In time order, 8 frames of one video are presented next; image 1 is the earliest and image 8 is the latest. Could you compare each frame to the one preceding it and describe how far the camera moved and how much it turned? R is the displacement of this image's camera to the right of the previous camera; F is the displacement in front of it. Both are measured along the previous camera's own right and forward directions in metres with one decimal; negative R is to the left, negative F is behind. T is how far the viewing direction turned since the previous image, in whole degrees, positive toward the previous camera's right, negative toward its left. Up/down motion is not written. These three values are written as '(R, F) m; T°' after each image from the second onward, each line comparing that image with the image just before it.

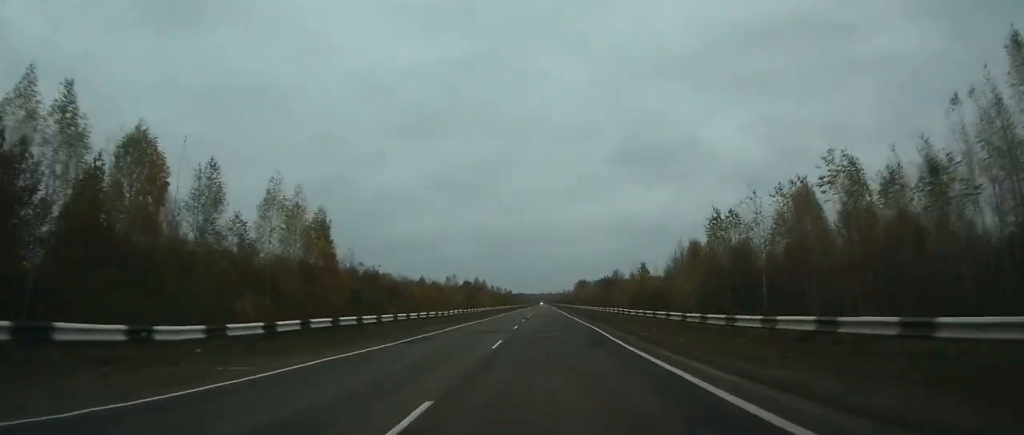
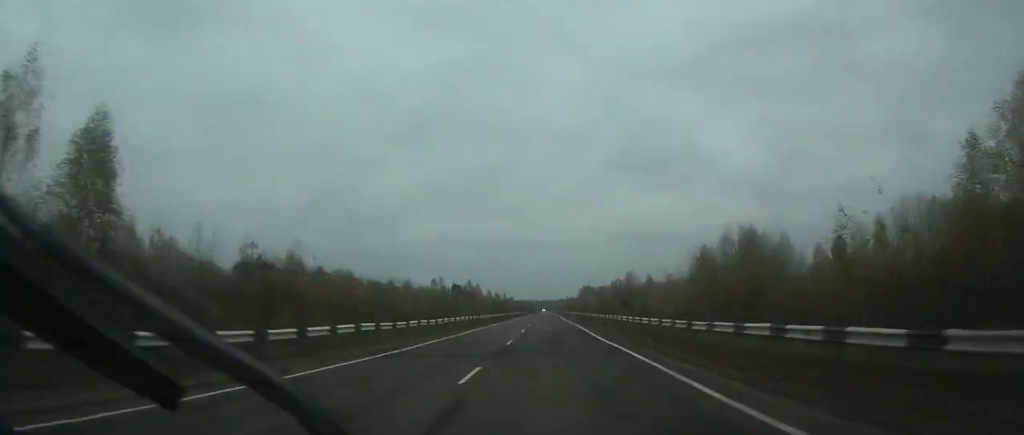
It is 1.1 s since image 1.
(+0.1, +29.6) m; 0°
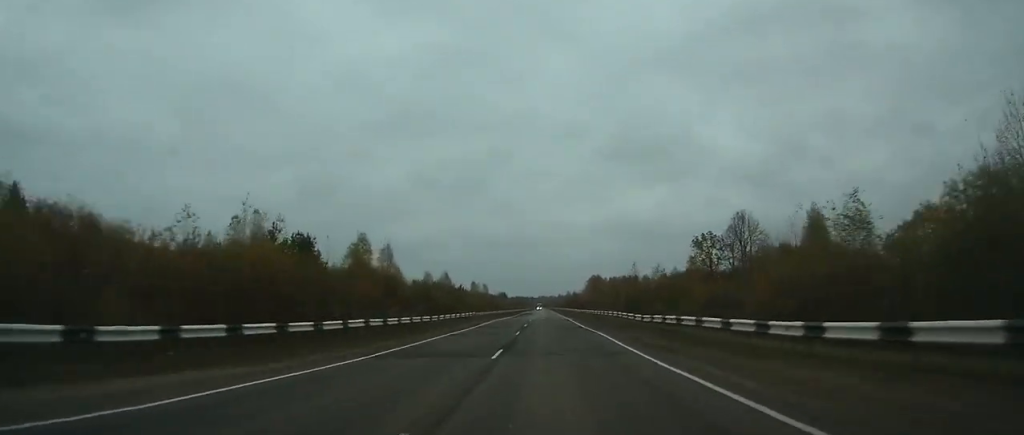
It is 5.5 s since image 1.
(+0.2, +118.4) m; 0°
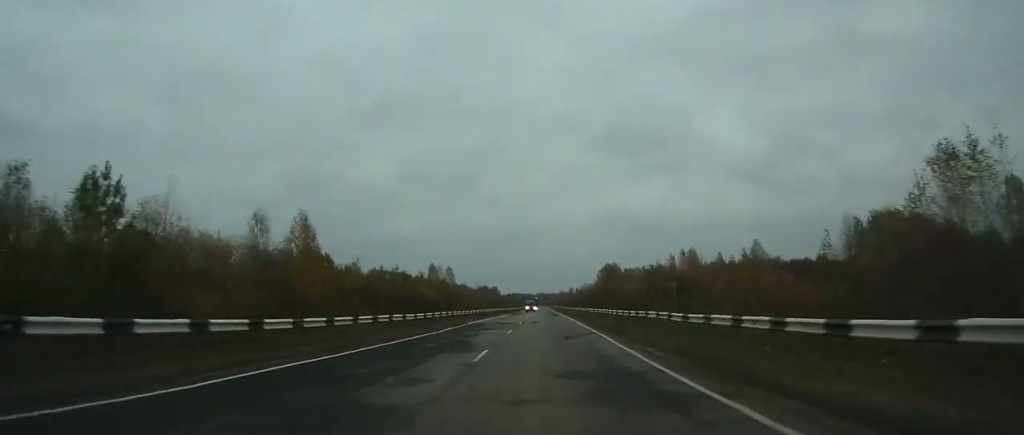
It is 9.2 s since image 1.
(+0.2, +97.6) m; 0°
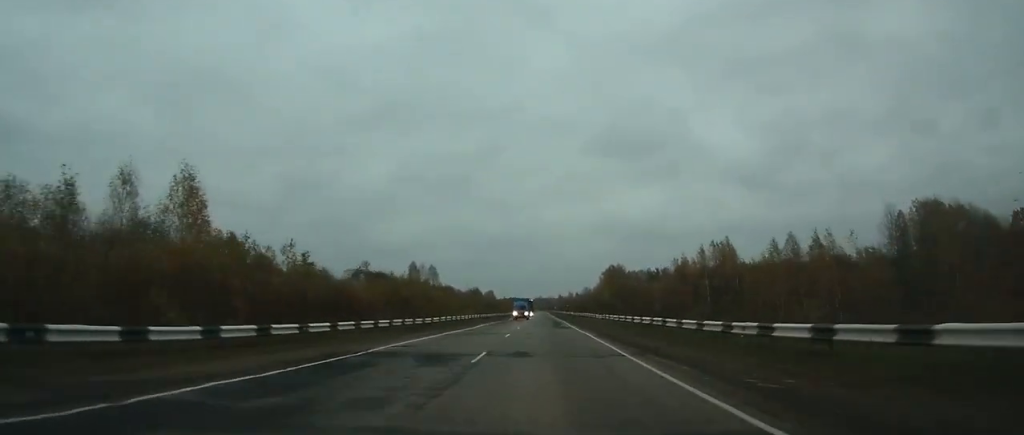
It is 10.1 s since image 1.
(0.0, +23.0) m; 0°
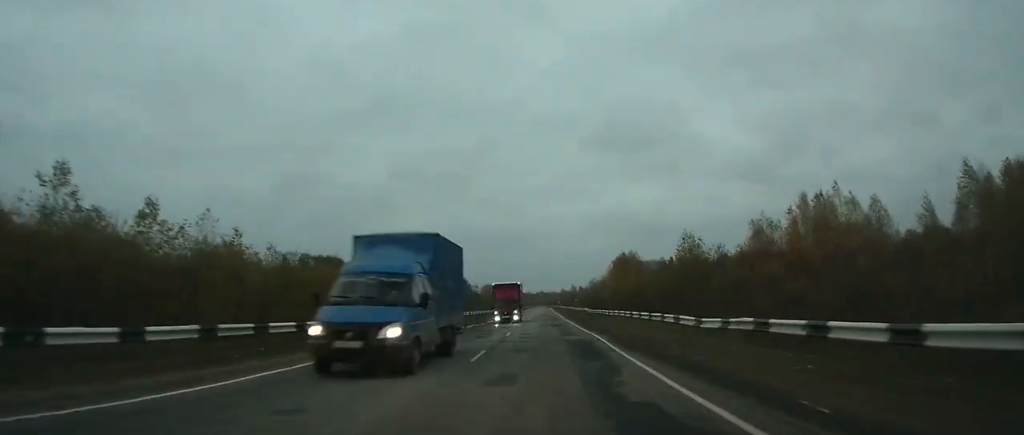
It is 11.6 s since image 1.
(0.0, +35.6) m; 0°
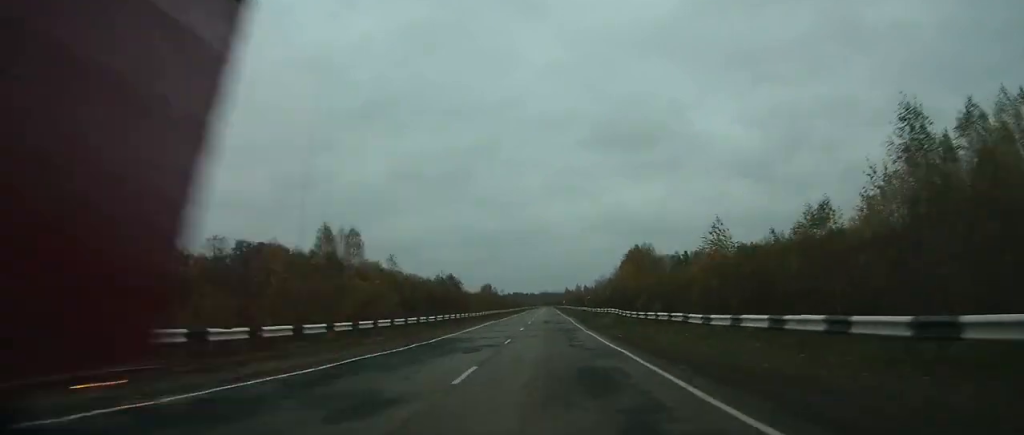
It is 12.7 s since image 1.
(0.0, +28.2) m; 0°
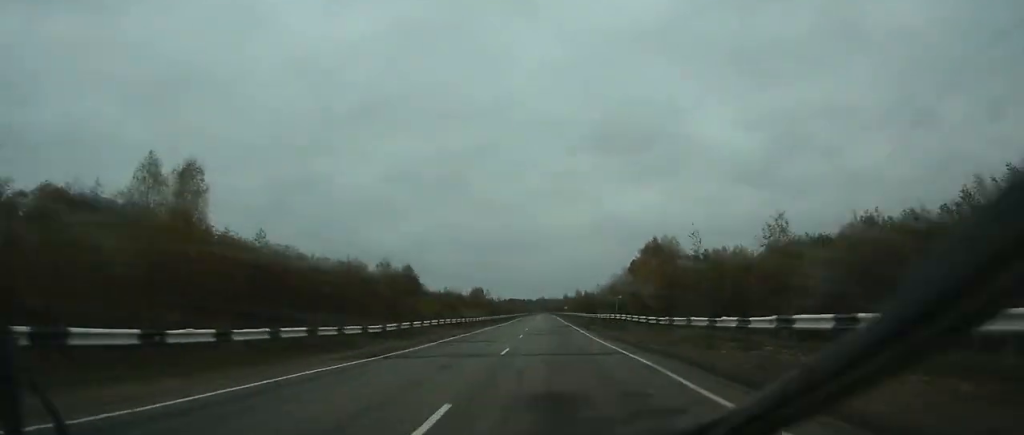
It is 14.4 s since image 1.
(-0.3, +43.8) m; 0°
